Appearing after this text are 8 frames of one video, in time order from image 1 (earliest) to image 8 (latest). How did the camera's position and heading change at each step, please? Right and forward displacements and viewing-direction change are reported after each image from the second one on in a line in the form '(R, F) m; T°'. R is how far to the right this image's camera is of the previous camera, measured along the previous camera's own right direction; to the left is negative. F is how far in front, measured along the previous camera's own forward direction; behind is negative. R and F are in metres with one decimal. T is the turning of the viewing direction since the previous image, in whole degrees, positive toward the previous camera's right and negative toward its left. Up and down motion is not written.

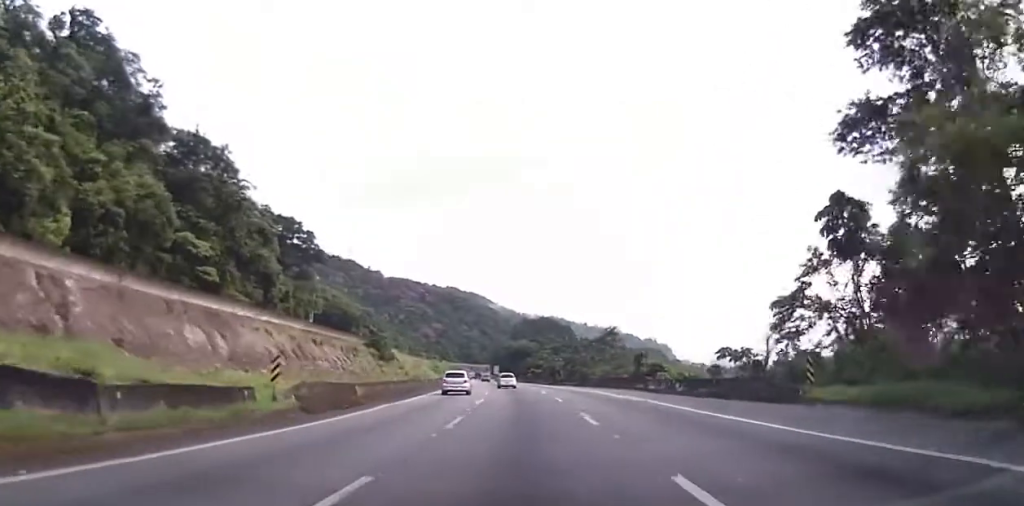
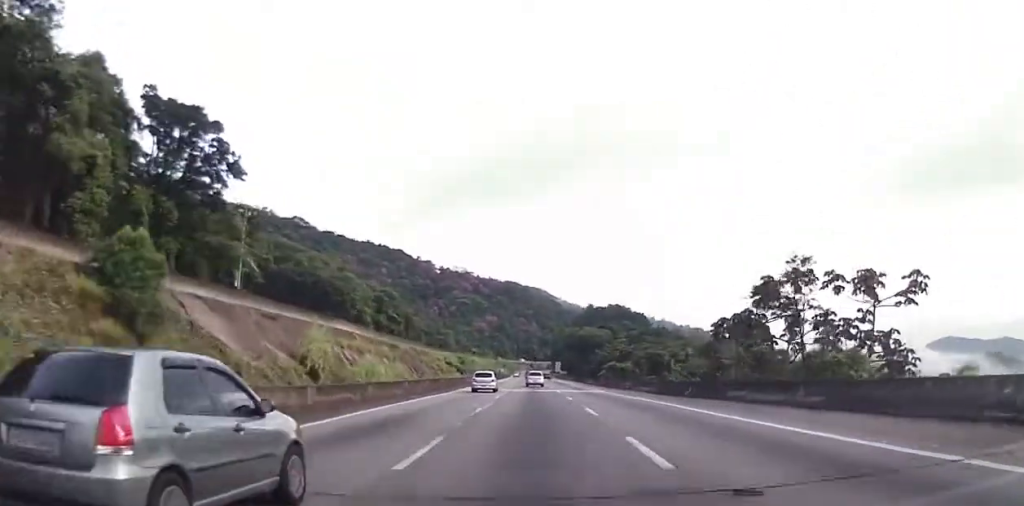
(-2.4, +56.5) m; -5°
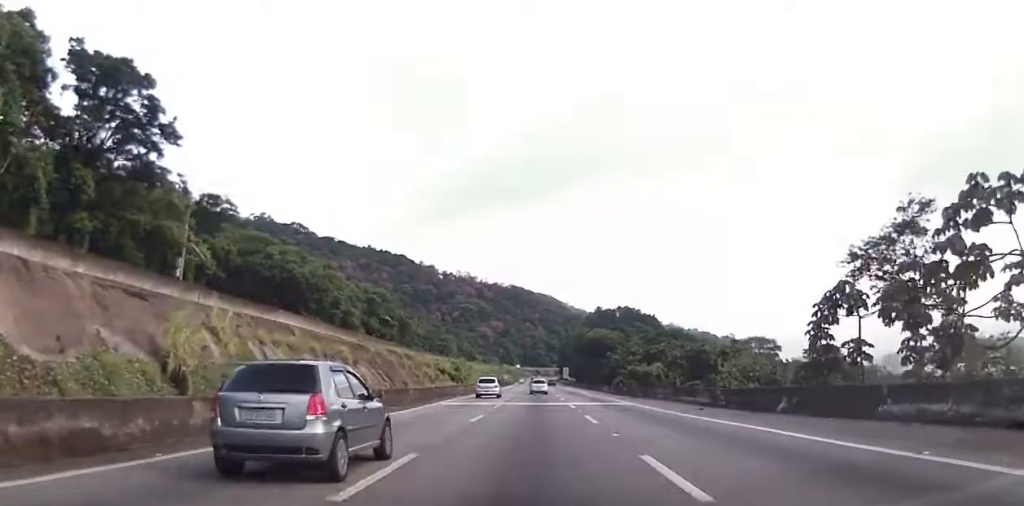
(-0.4, +14.9) m; 0°
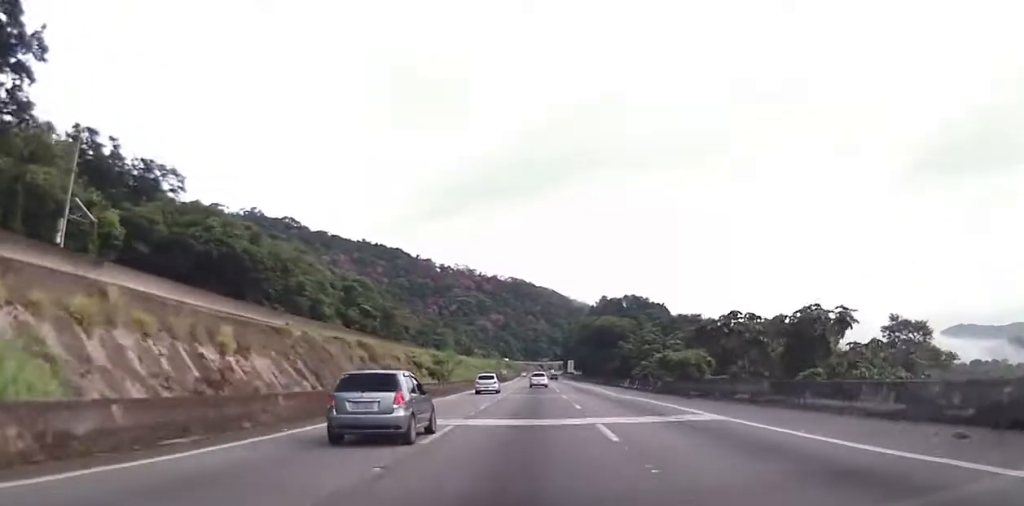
(+0.4, +19.0) m; 0°
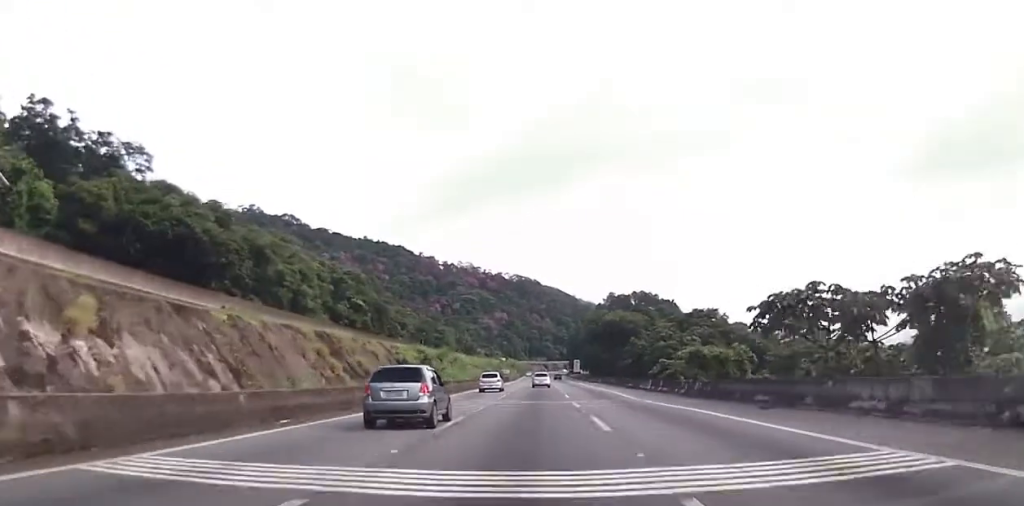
(-0.2, +11.0) m; 0°
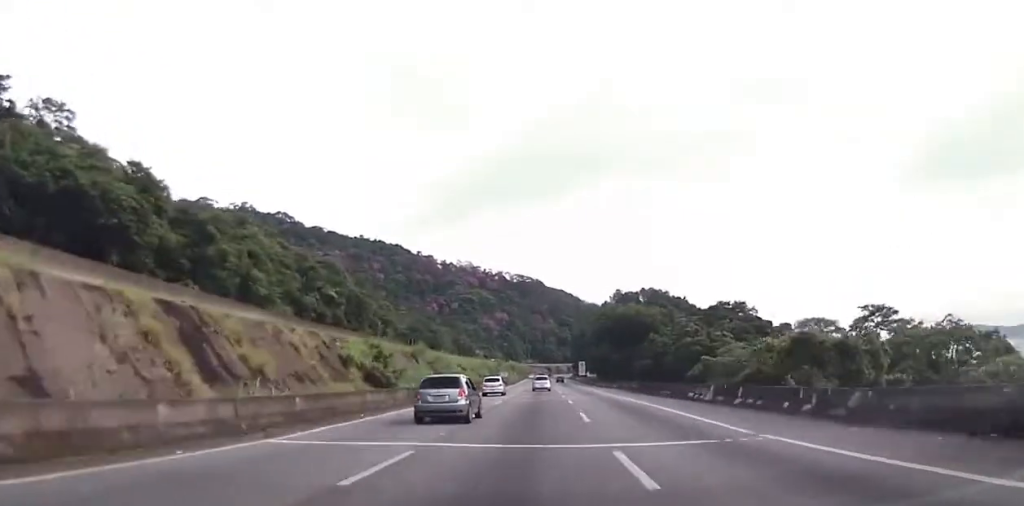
(-0.2, +19.3) m; 0°
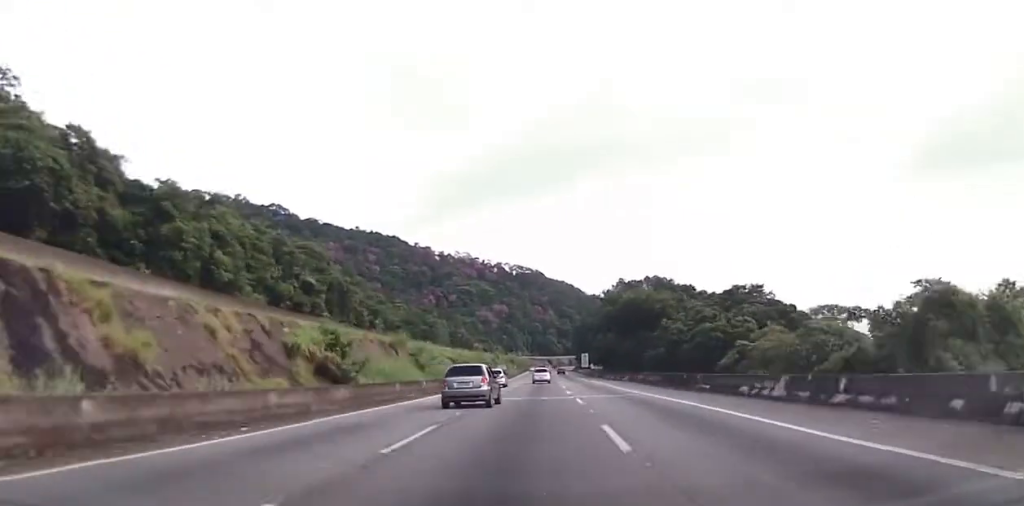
(+0.2, +10.4) m; 0°
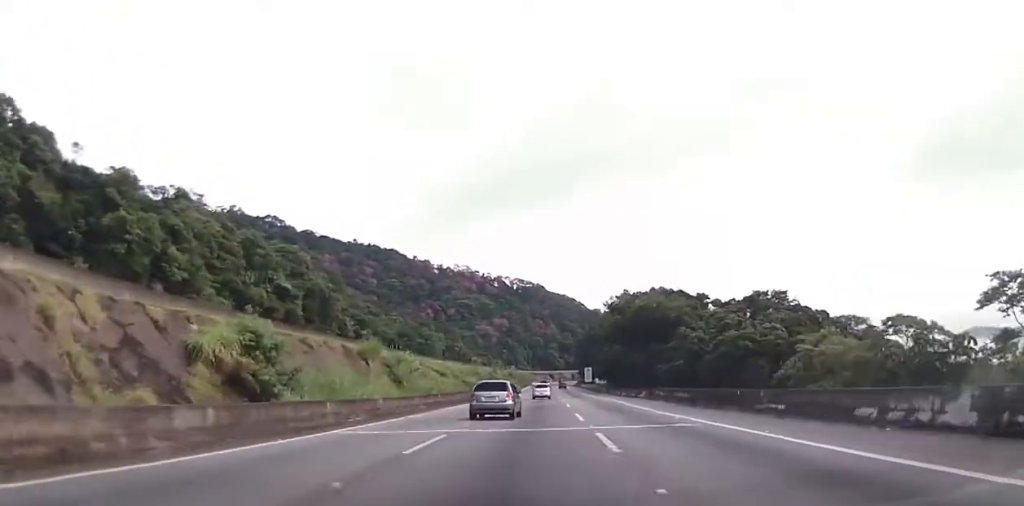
(-0.1, +11.0) m; 0°
